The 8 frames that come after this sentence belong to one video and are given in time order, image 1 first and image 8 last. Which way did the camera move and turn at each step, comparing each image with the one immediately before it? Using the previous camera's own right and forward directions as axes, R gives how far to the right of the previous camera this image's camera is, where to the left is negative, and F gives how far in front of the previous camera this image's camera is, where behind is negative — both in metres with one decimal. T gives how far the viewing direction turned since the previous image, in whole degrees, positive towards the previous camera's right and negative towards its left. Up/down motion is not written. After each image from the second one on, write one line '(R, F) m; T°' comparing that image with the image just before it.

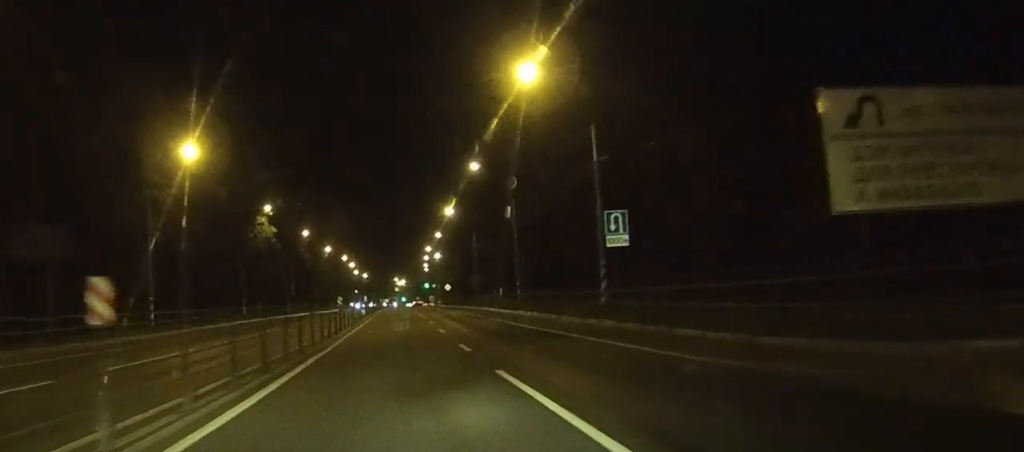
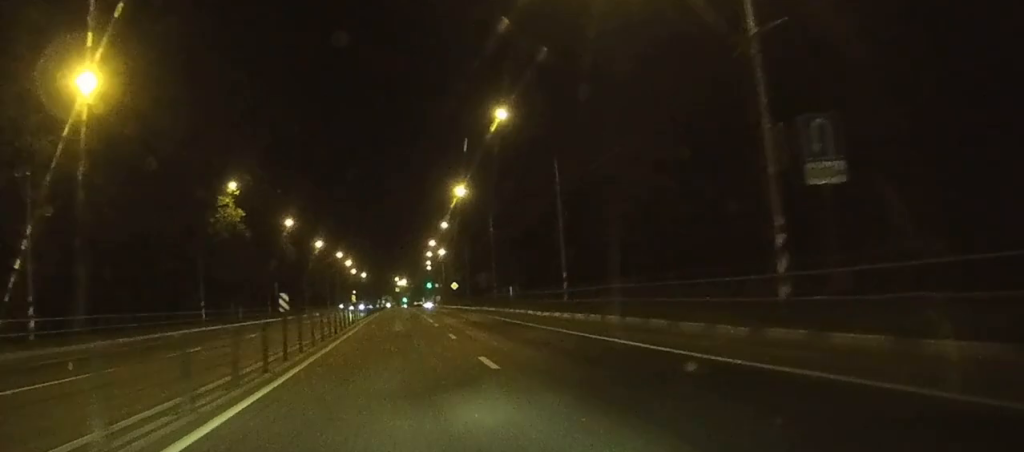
(+0.1, +17.7) m; 0°
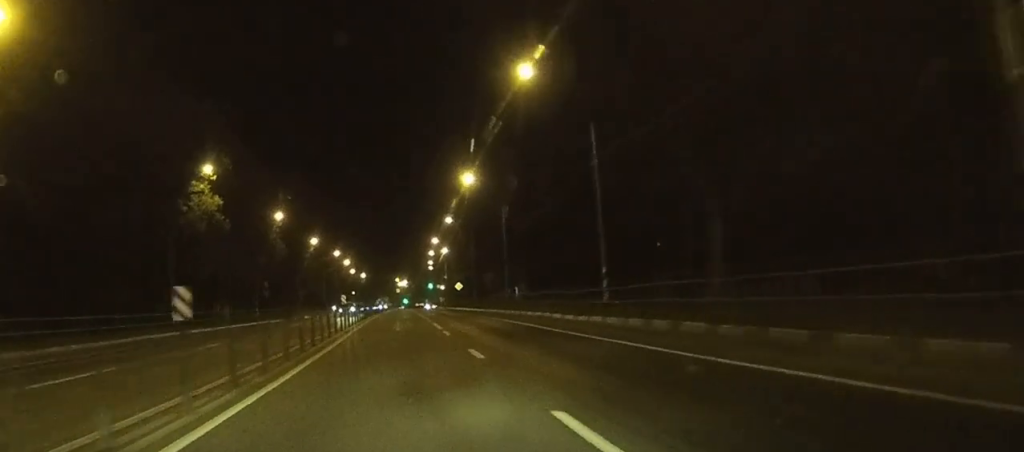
(0.0, +8.9) m; 0°
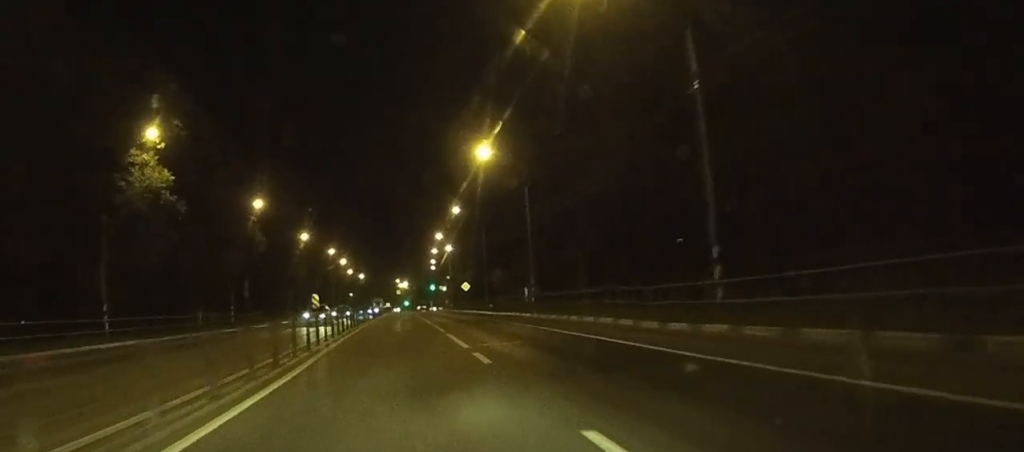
(-0.1, +13.3) m; 0°
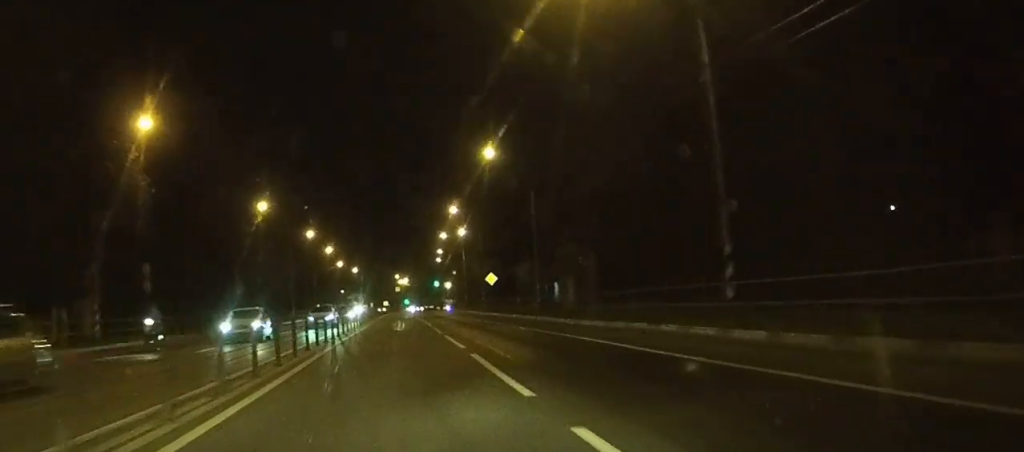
(0.0, +34.8) m; 0°
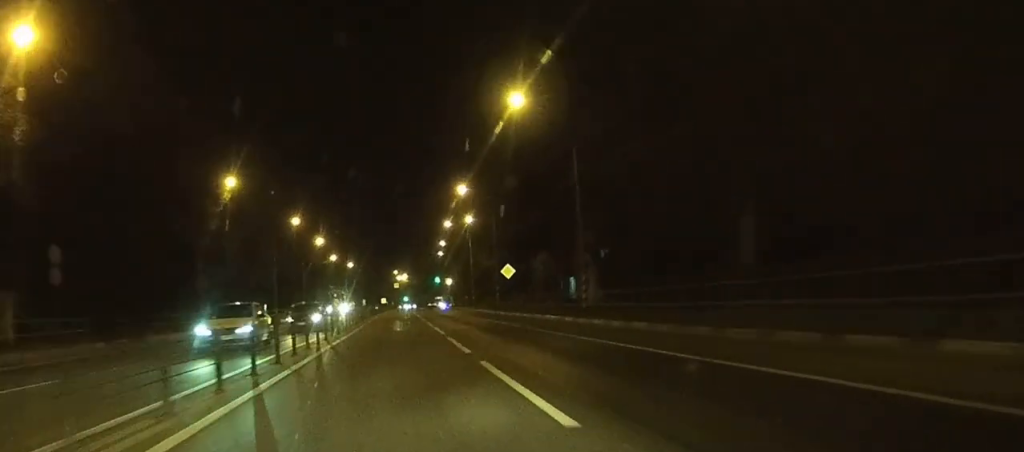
(0.0, +14.6) m; 0°
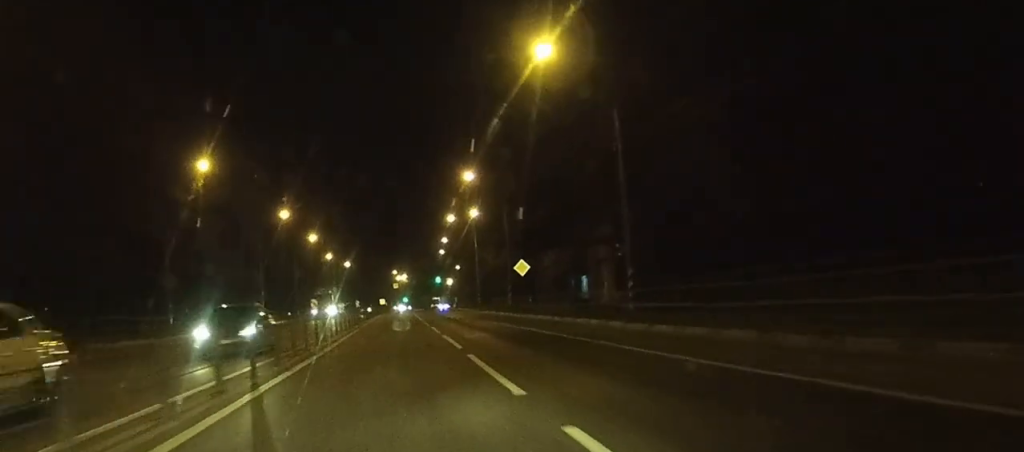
(0.0, +8.9) m; 0°
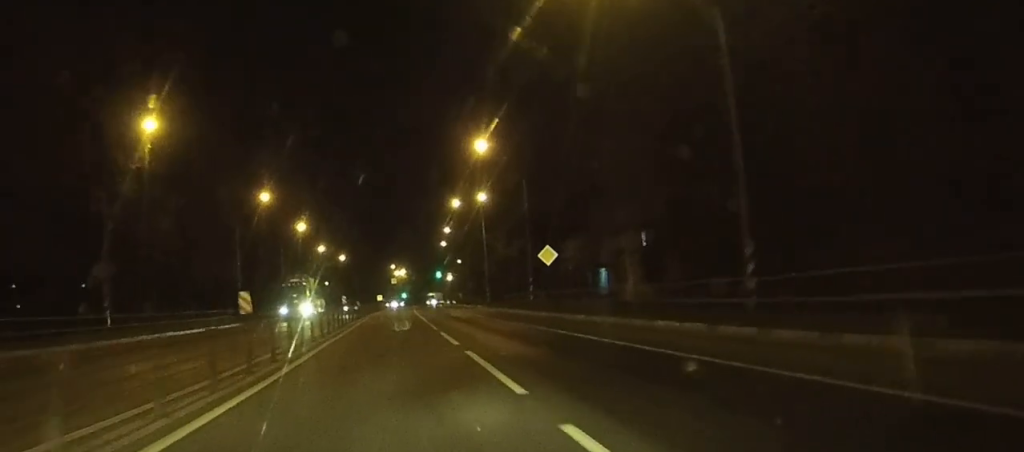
(0.0, +12.1) m; 0°
